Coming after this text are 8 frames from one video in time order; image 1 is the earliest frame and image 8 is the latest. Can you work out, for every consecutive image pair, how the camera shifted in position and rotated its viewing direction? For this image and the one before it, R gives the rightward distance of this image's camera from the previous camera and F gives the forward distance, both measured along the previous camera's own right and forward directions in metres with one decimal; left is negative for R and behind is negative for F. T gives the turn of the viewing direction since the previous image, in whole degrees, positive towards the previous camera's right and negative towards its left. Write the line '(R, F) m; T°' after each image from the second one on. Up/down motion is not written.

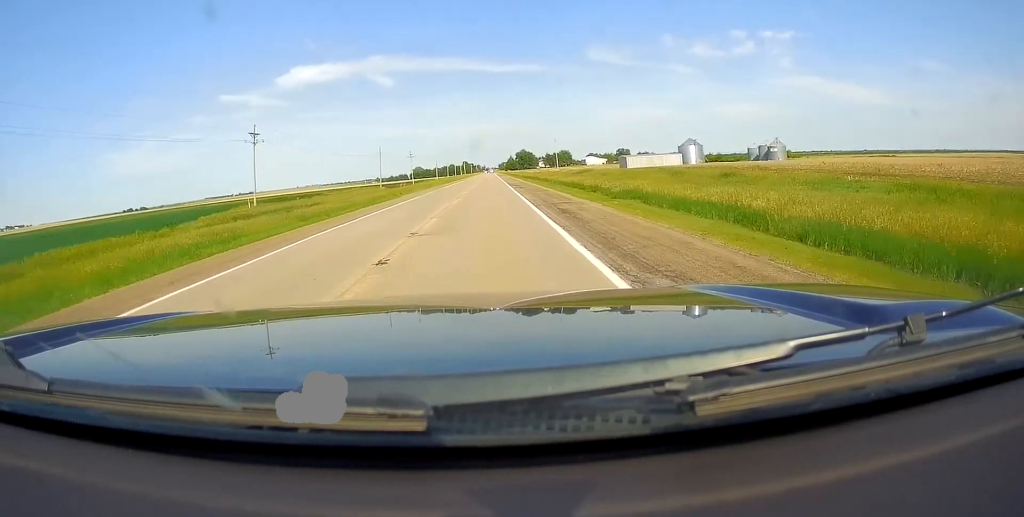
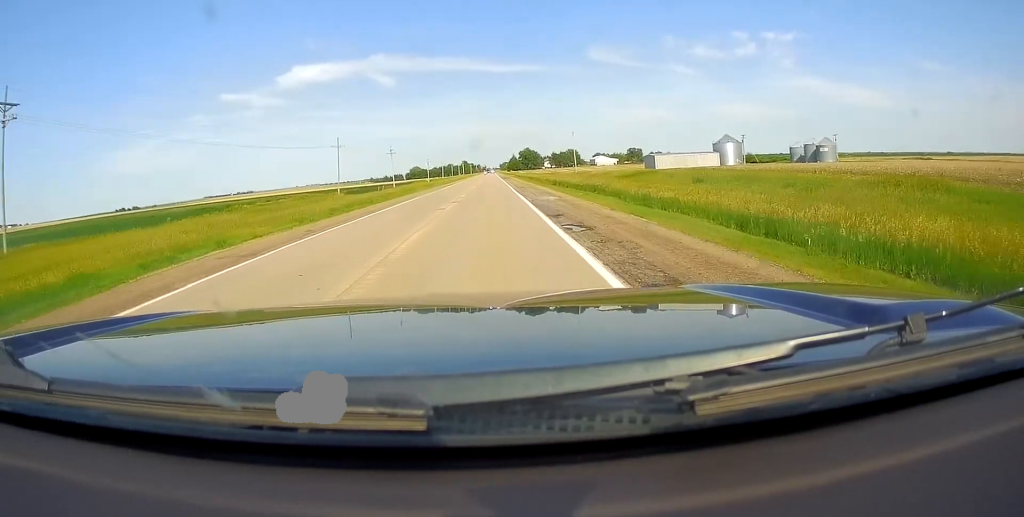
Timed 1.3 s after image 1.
(0.0, +40.2) m; 0°
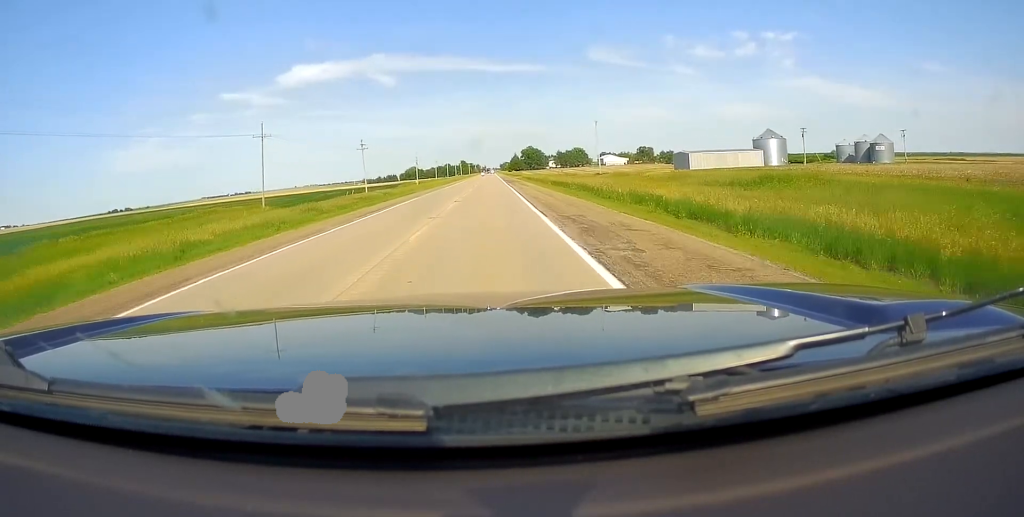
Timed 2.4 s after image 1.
(+0.1, +35.1) m; +1°
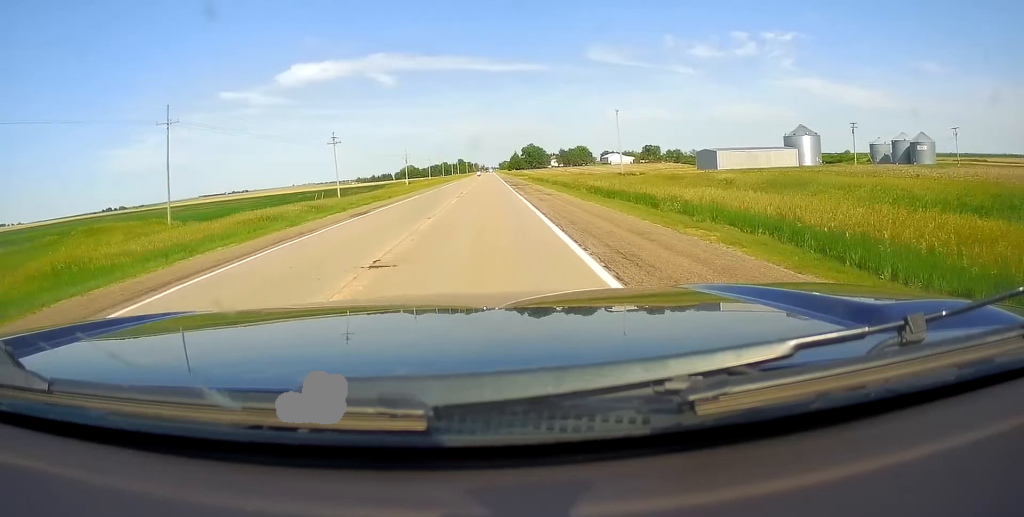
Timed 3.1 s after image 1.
(+0.4, +21.7) m; 0°
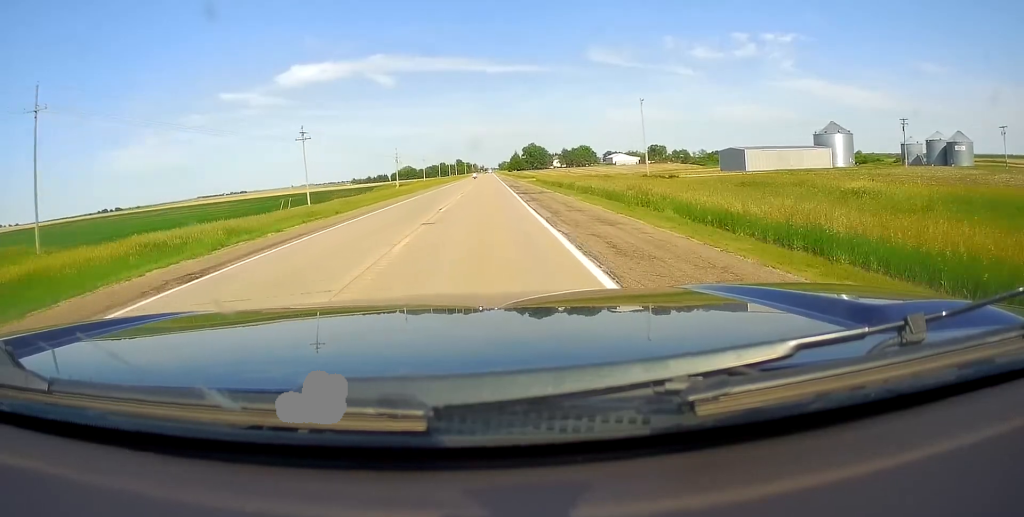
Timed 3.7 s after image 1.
(-0.1, +17.1) m; 0°
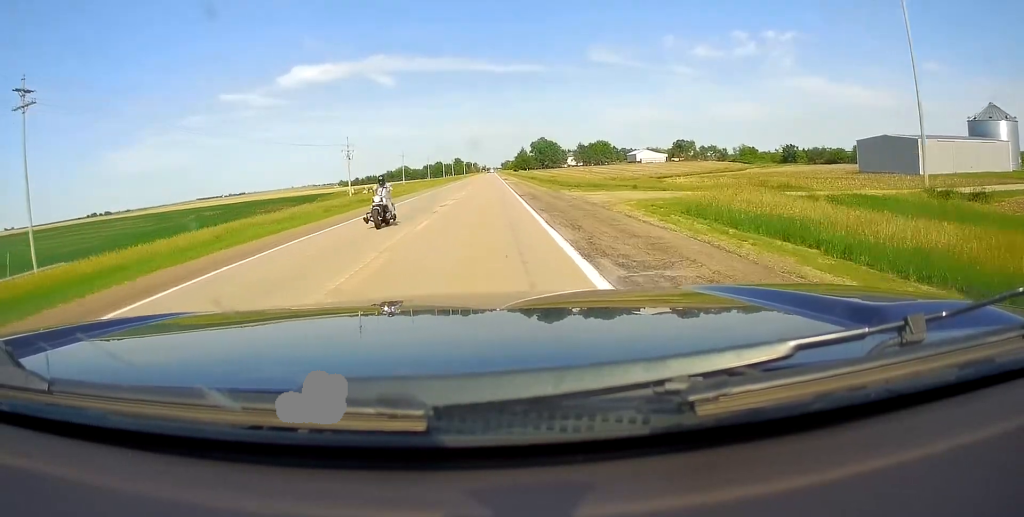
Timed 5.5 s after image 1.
(-0.7, +57.5) m; 0°
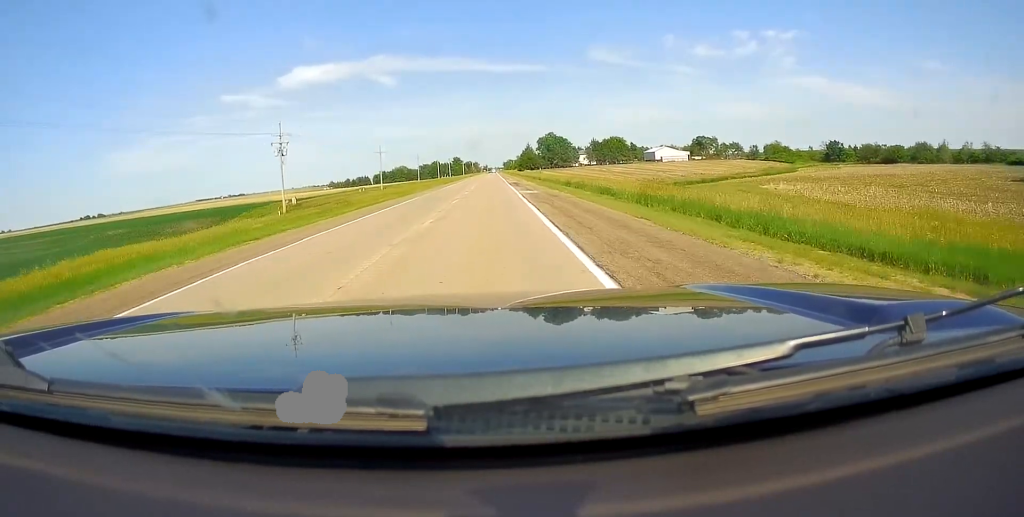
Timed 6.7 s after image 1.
(+0.3, +35.5) m; 0°
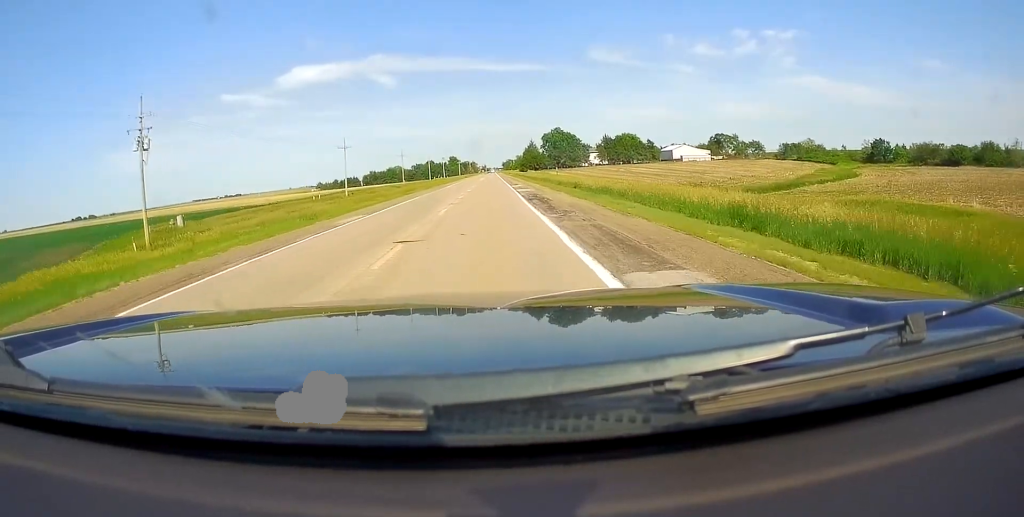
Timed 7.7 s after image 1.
(0.0, +30.9) m; -1°
